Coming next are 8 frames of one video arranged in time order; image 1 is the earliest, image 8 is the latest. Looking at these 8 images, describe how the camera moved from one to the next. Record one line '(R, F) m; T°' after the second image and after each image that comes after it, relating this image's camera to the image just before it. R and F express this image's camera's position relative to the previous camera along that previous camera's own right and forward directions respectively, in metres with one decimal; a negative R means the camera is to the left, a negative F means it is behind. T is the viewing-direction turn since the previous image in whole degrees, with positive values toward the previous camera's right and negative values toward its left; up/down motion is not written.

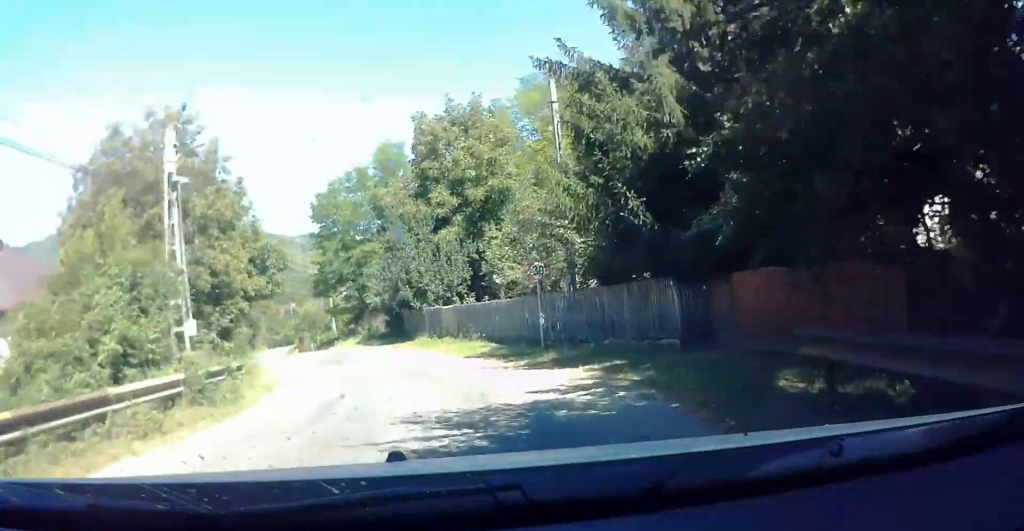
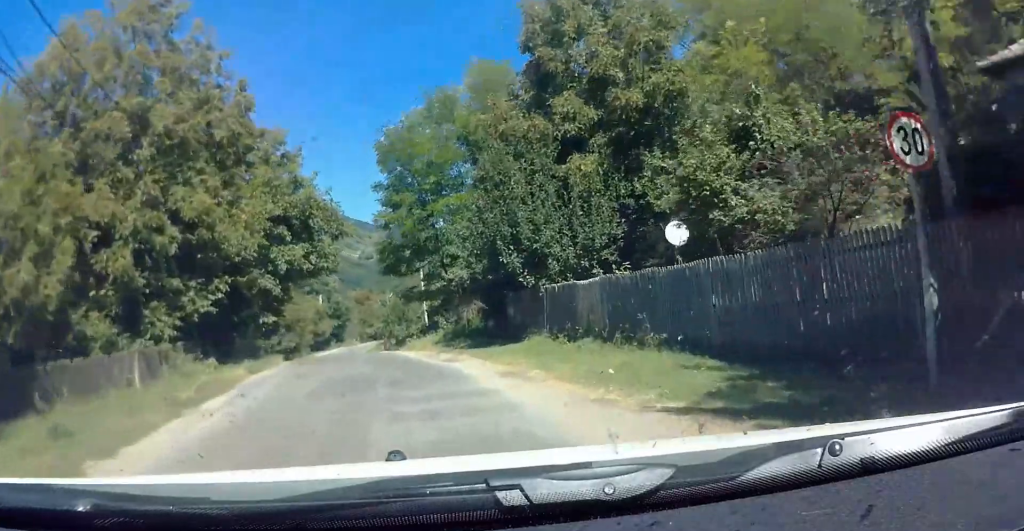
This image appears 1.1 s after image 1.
(-0.8, +14.5) m; -8°
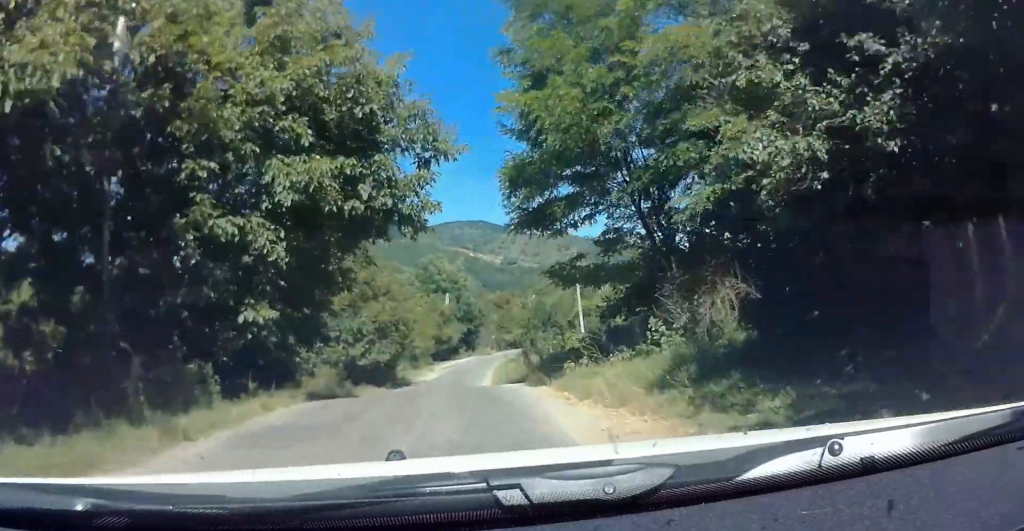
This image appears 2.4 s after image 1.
(-1.7, +17.1) m; -10°
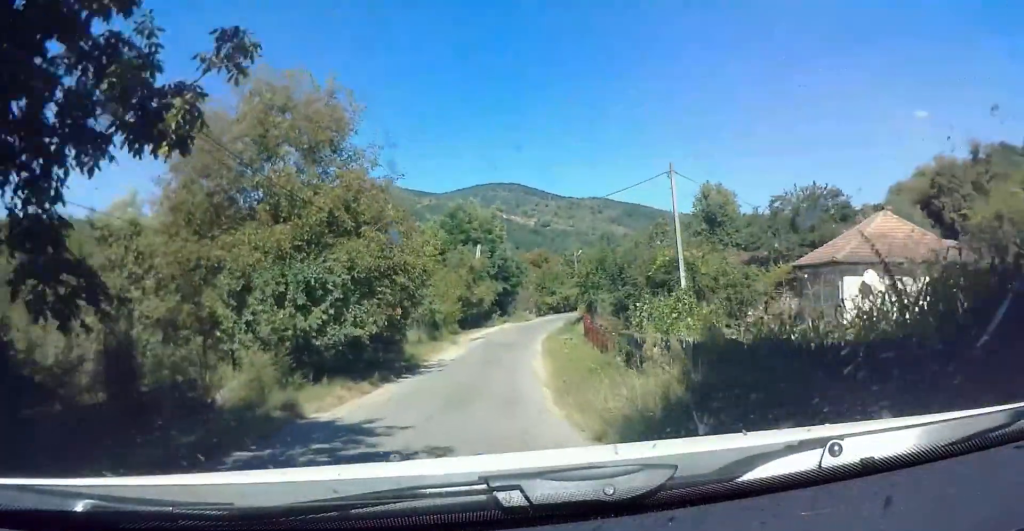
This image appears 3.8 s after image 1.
(-0.8, +16.4) m; -2°
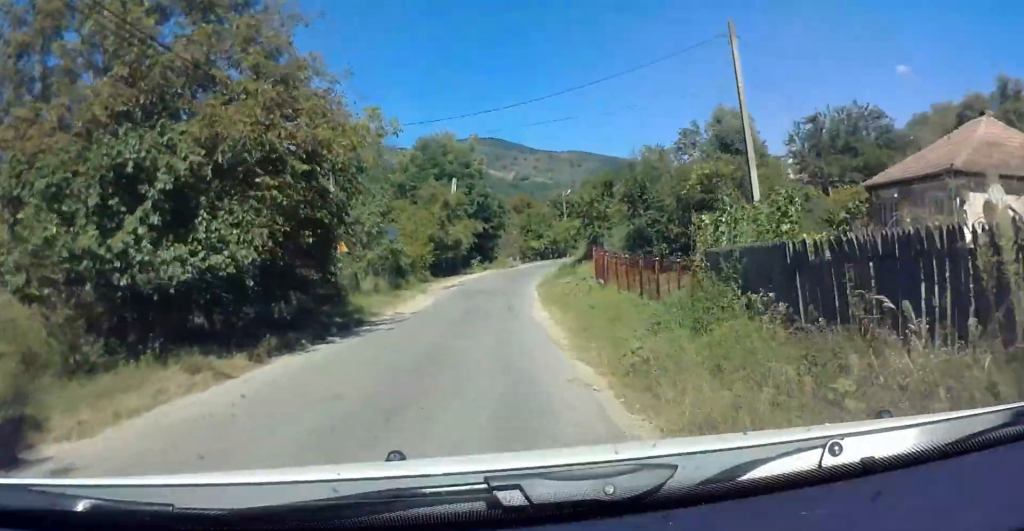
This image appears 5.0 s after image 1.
(+0.1, +11.3) m; -1°
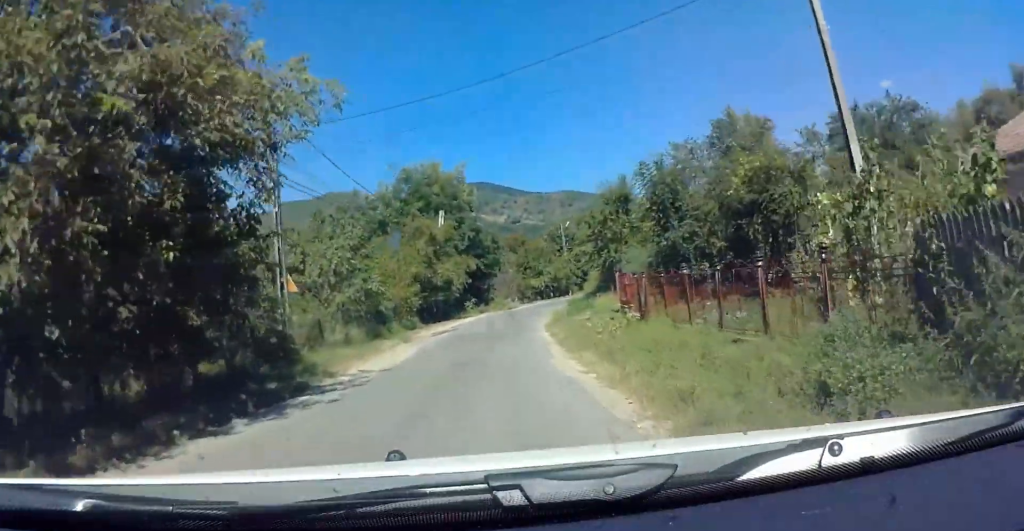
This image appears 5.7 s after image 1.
(-0.1, +6.2) m; 0°
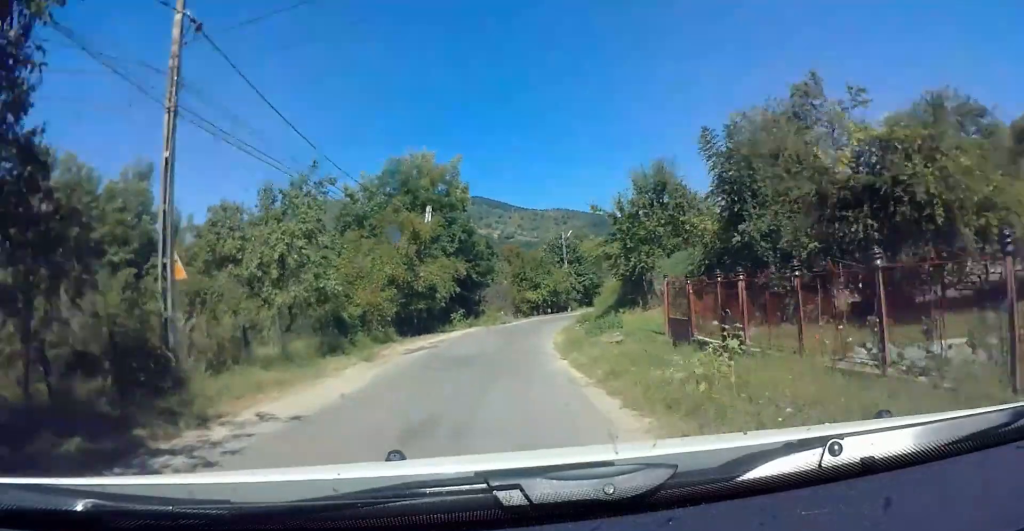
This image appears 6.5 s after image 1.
(-0.1, +6.9) m; +1°
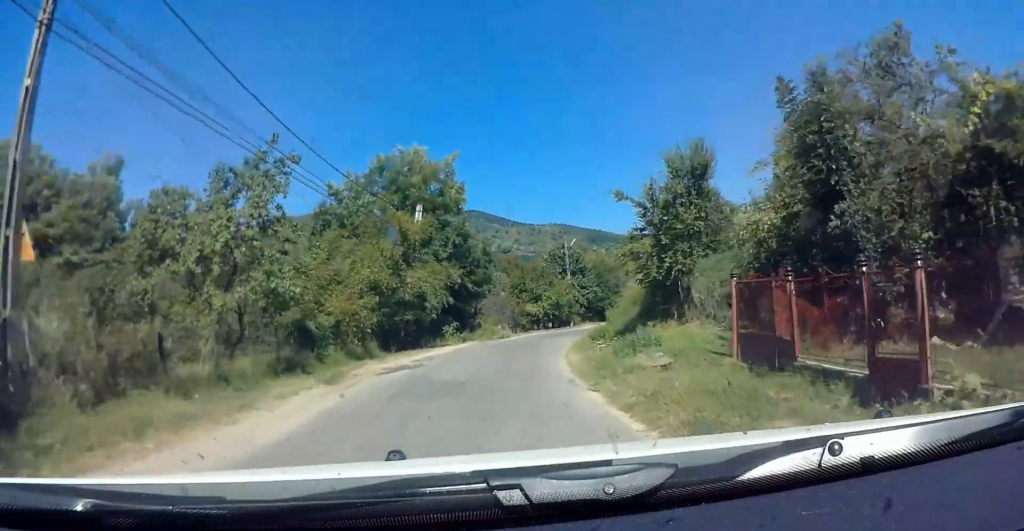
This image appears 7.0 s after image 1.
(+0.1, +4.7) m; +2°
